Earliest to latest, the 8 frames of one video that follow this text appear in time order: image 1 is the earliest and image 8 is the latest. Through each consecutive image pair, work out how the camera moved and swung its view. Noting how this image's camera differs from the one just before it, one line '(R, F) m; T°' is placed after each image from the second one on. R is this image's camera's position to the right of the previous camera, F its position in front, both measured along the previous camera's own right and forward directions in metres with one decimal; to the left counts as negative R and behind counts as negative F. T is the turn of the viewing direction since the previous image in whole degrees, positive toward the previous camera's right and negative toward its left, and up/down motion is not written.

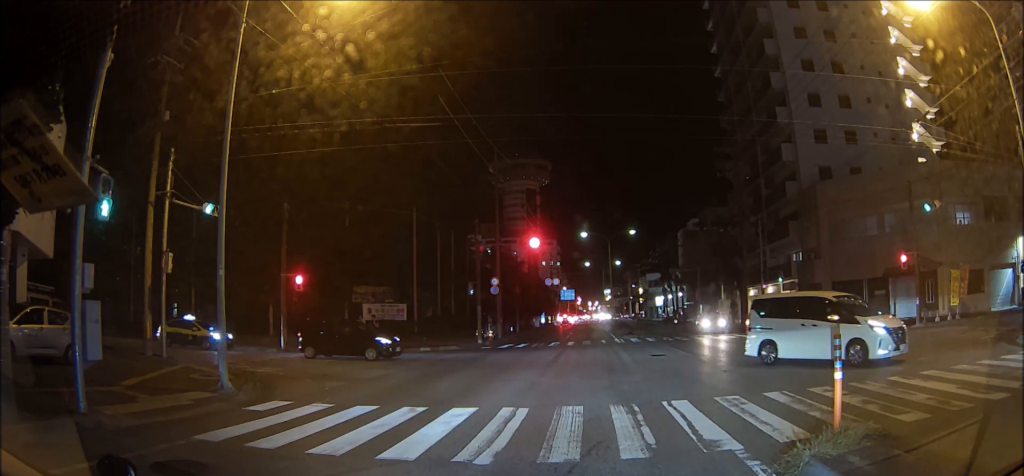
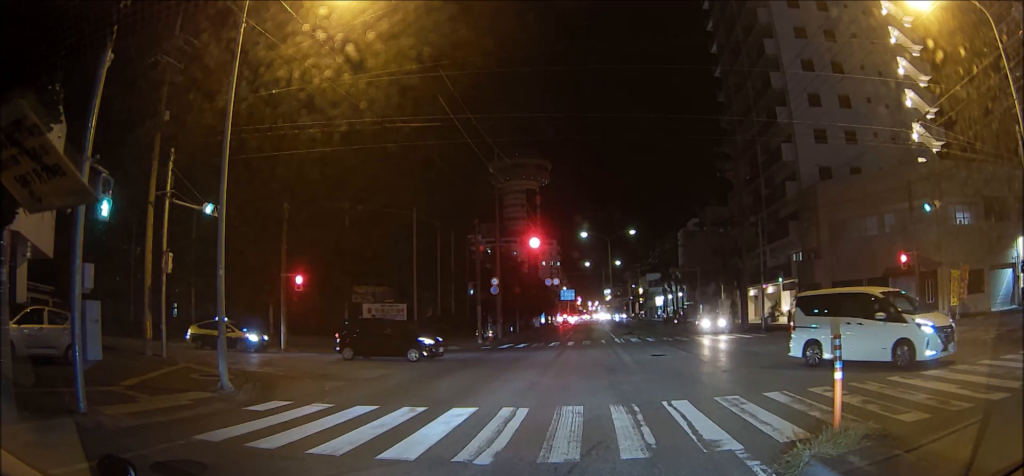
(0.0, 0.0) m; 0°
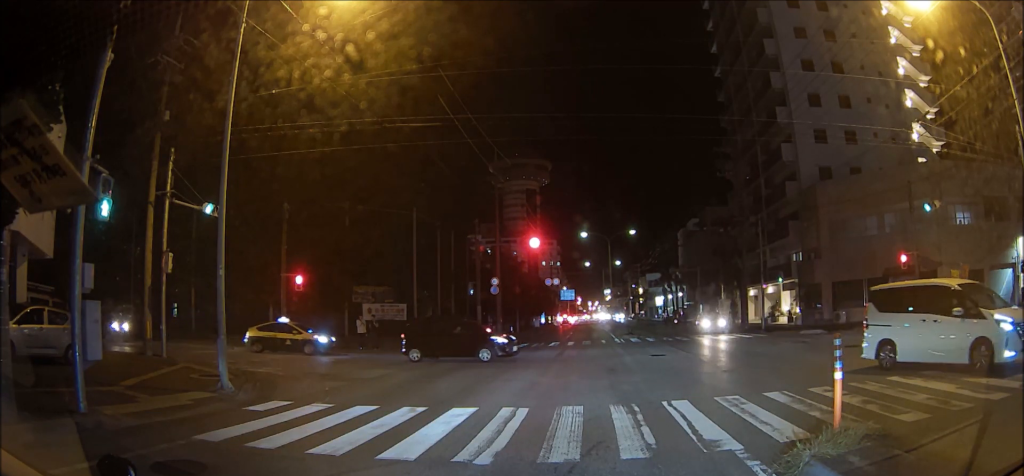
(0.0, 0.0) m; 0°
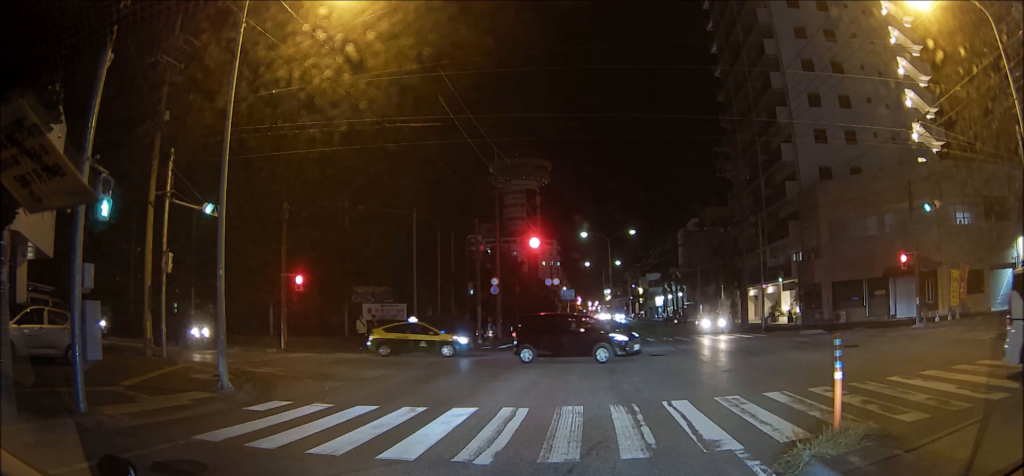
(0.0, 0.0) m; 0°
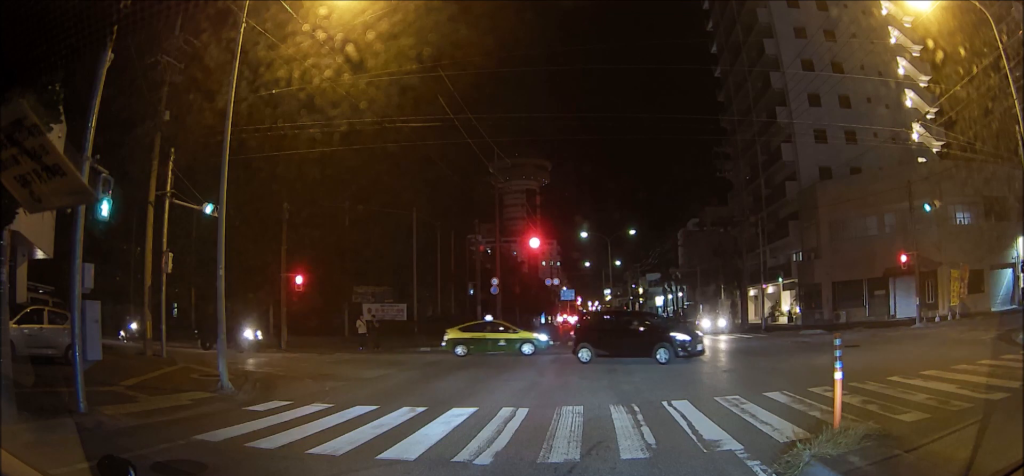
(0.0, 0.0) m; 0°
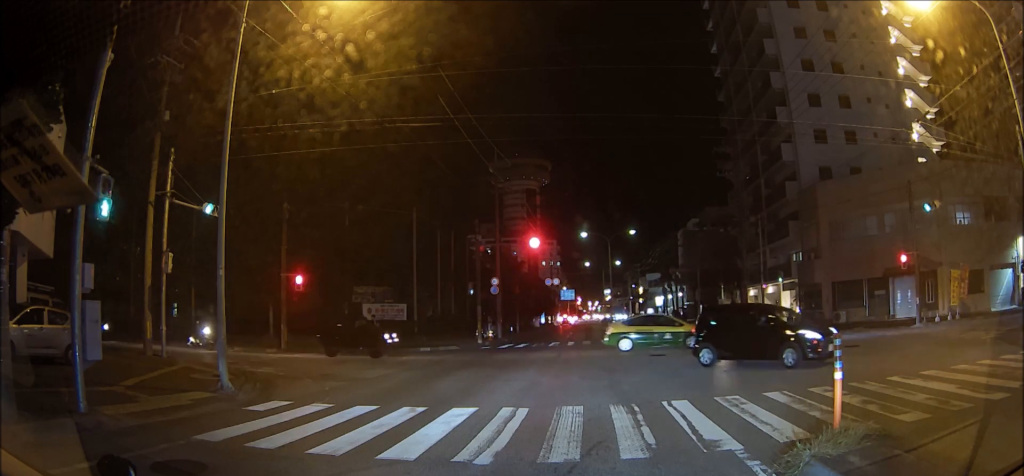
(0.0, 0.0) m; 0°
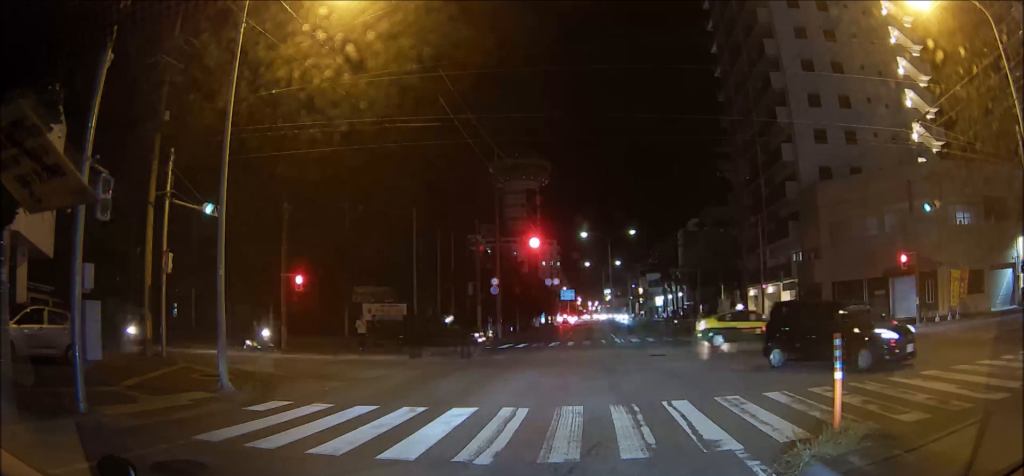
(0.0, 0.0) m; 0°
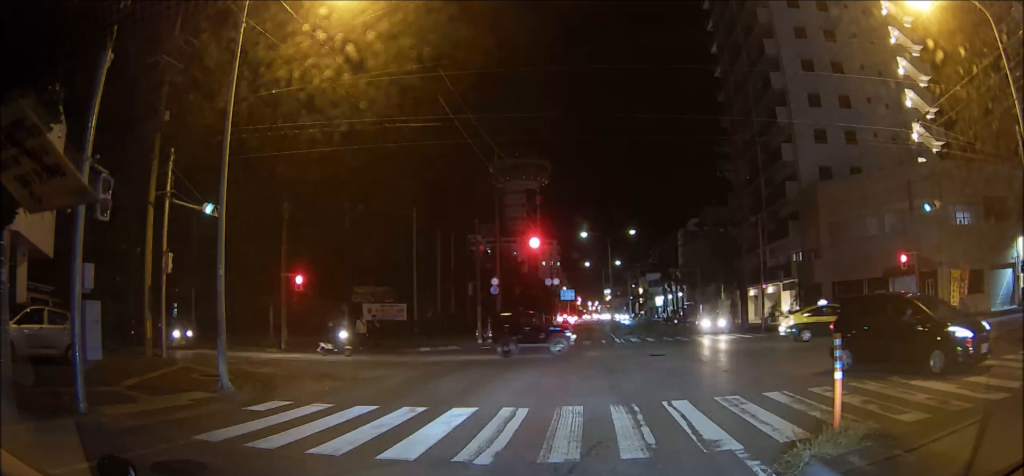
(0.0, 0.0) m; 0°
